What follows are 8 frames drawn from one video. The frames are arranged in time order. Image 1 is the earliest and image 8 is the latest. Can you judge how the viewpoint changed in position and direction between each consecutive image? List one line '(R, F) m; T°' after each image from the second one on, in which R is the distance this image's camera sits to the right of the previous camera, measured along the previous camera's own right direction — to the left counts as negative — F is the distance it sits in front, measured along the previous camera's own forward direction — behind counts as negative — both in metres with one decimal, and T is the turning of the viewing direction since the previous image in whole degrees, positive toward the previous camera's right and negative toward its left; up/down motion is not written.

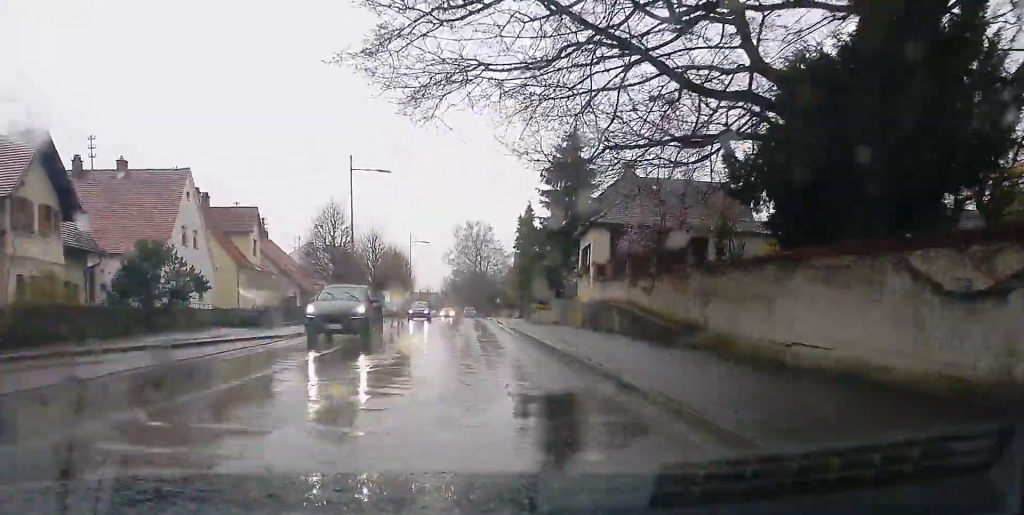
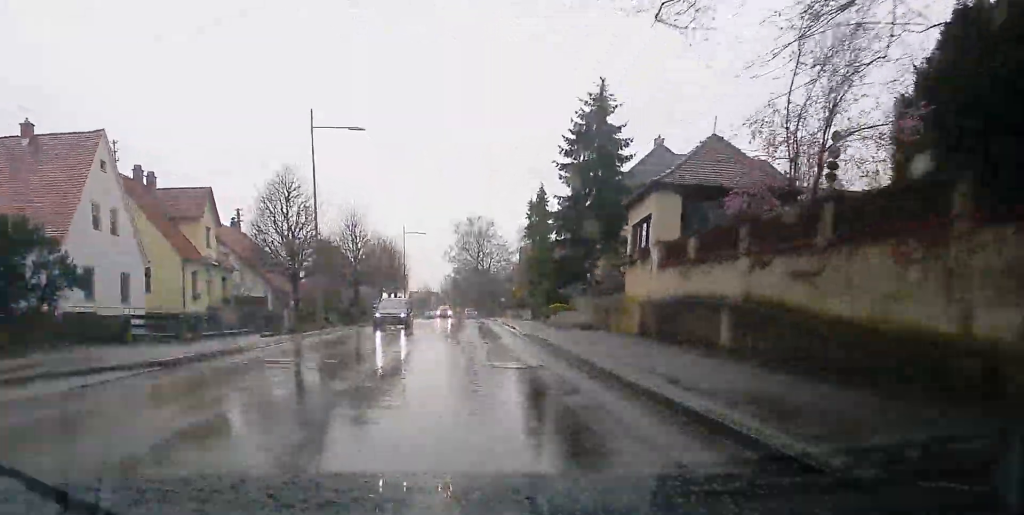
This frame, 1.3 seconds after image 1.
(+0.3, +9.7) m; 0°
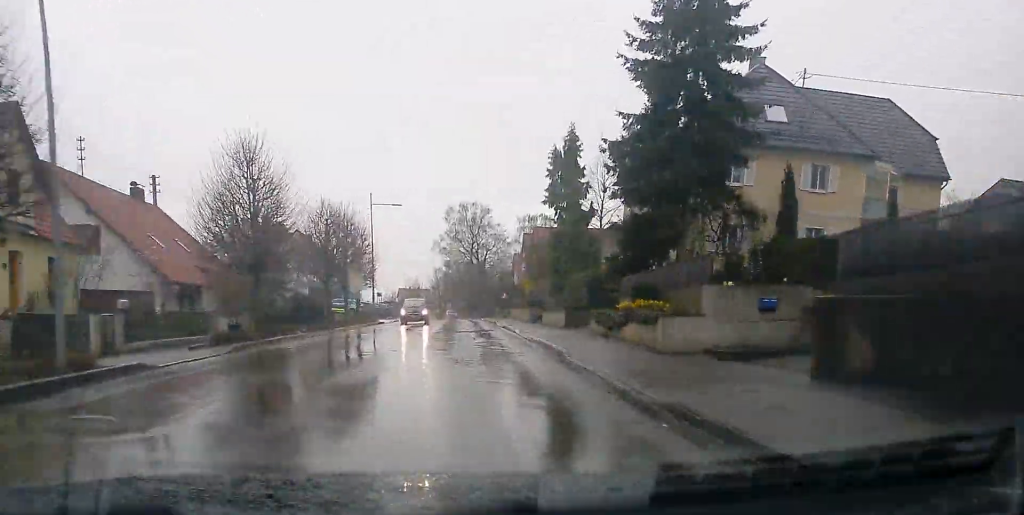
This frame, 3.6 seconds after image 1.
(-0.2, +18.9) m; 0°
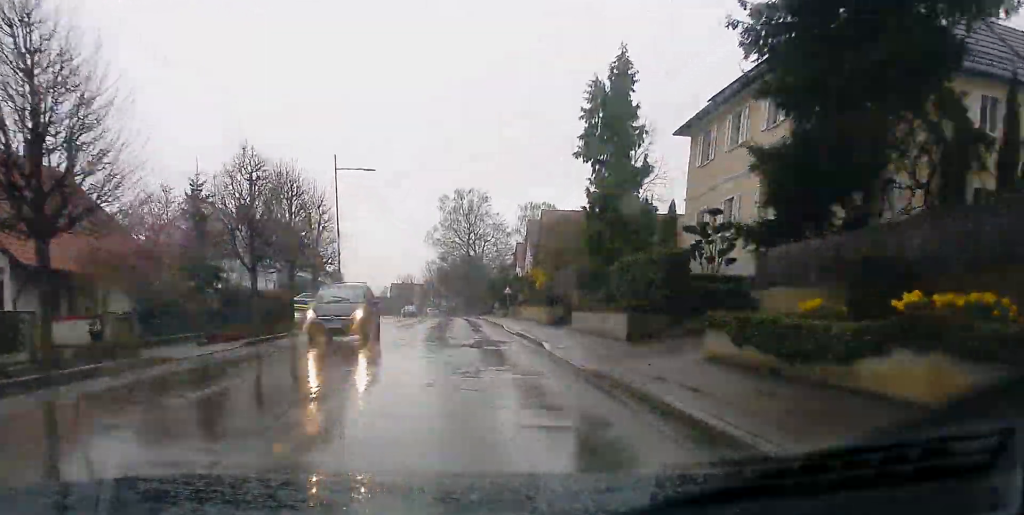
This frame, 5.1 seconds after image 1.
(+0.1, +12.4) m; 0°
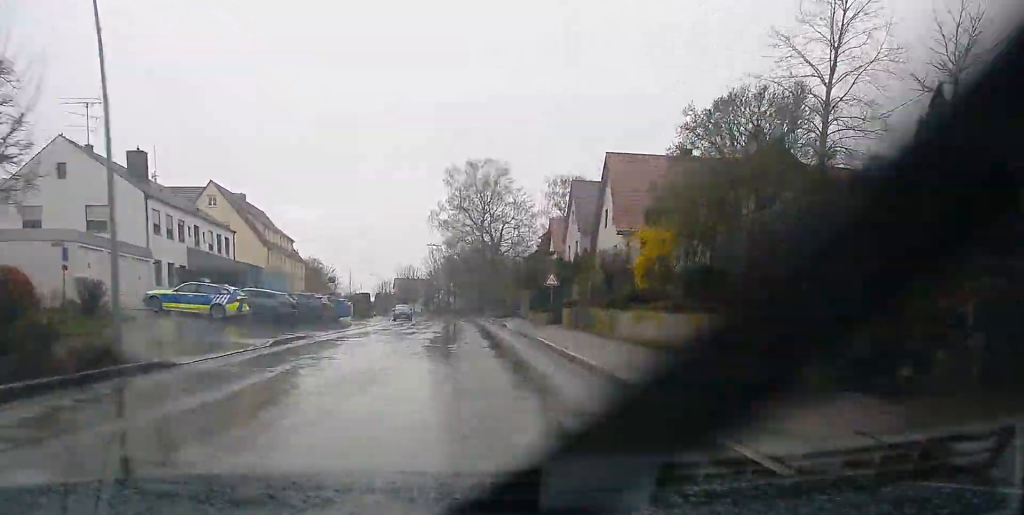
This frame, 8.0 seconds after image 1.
(+0.1, +28.1) m; 0°
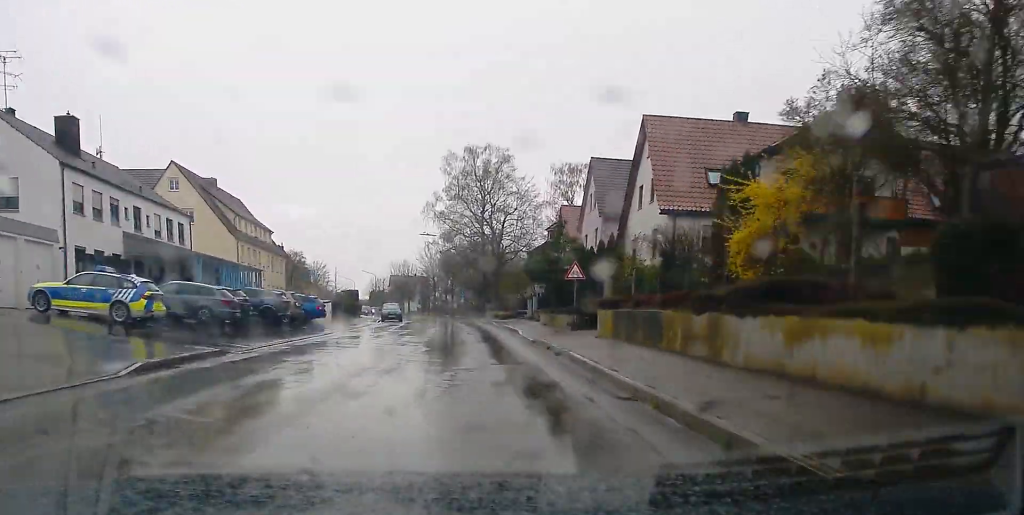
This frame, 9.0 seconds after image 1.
(0.0, +9.8) m; 0°
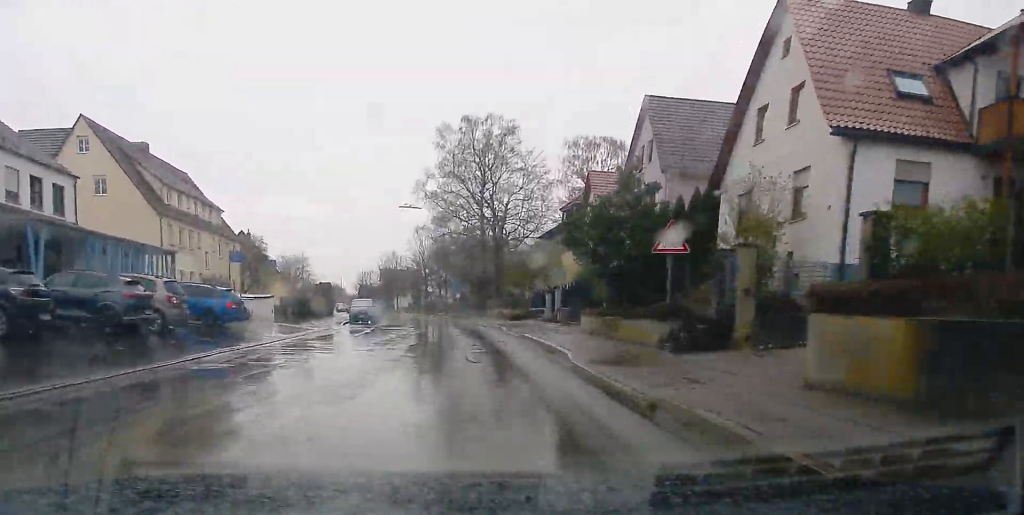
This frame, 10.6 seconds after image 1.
(0.0, +16.5) m; 0°
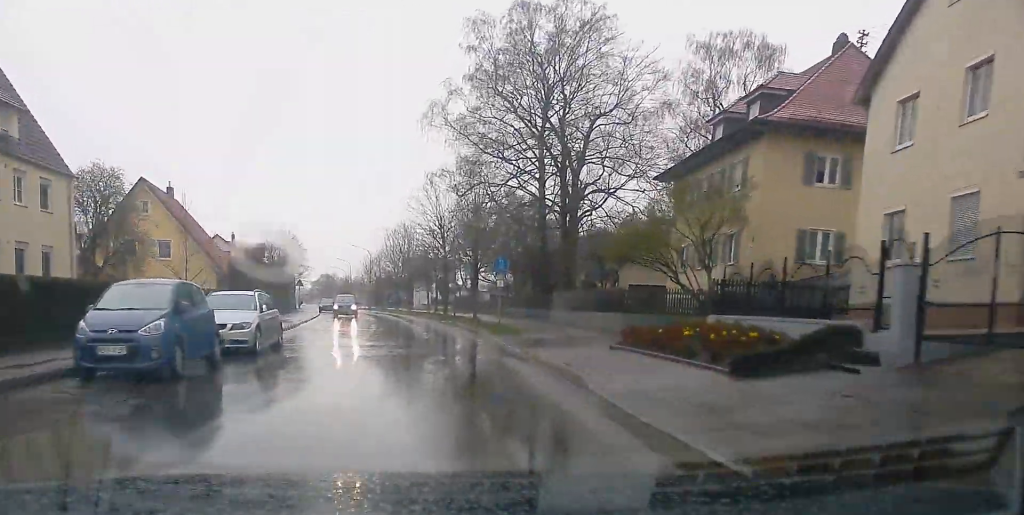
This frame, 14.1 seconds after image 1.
(-1.3, +37.9) m; -5°
